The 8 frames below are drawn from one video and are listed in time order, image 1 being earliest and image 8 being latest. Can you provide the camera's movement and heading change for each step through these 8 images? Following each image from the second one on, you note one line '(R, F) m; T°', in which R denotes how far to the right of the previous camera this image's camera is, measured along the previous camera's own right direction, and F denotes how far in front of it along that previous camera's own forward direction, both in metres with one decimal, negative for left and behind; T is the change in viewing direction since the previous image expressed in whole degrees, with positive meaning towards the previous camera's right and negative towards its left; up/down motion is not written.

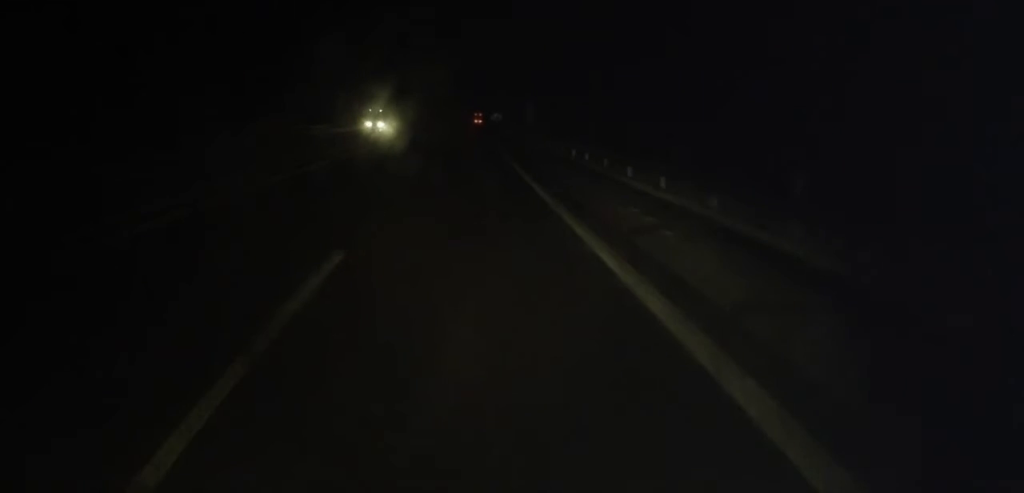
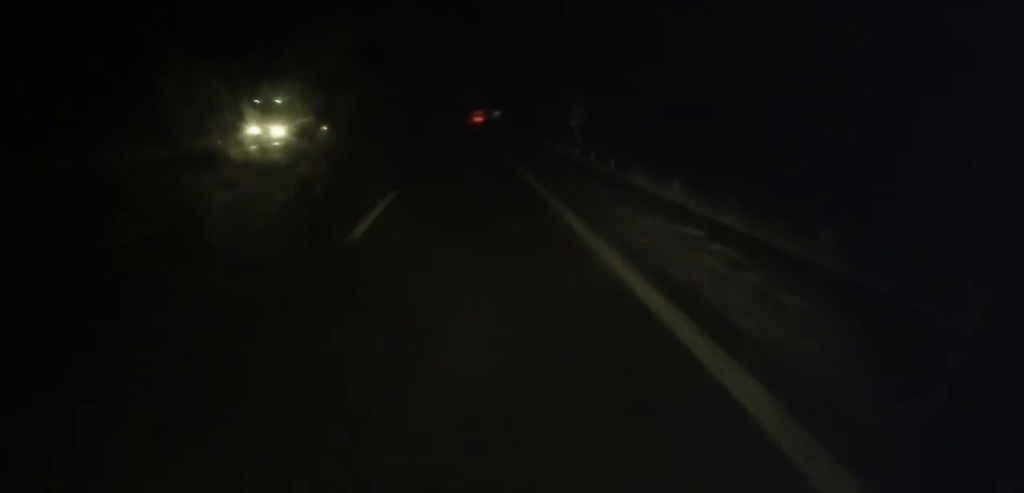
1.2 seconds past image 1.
(+0.2, +29.0) m; +1°
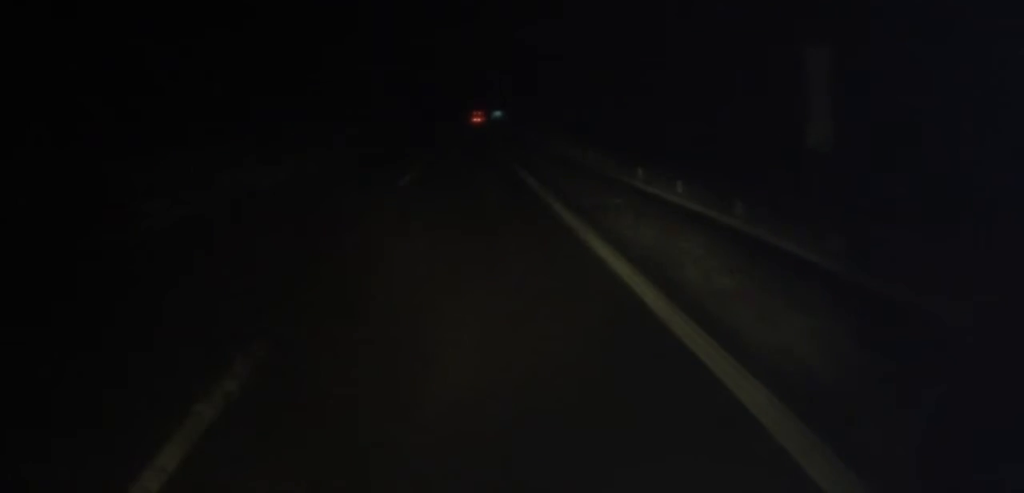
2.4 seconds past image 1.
(+0.2, +28.2) m; -1°
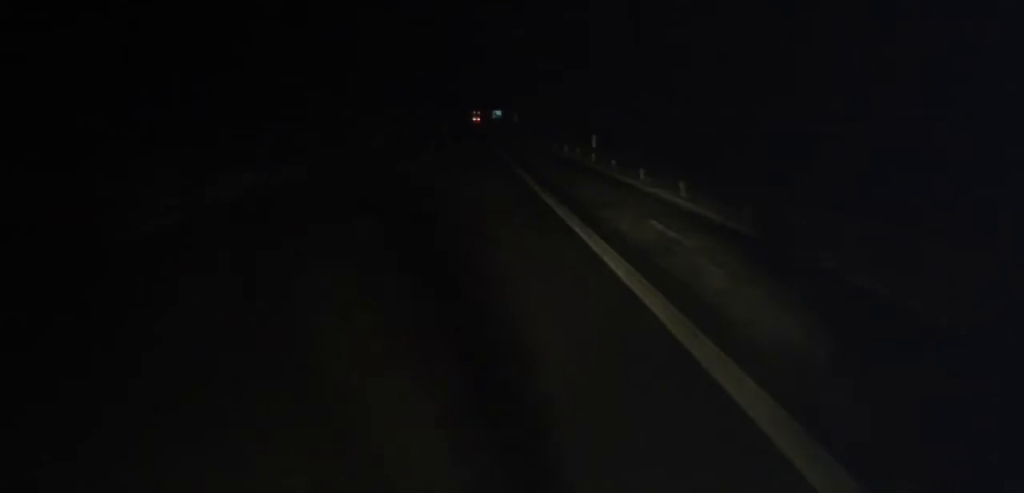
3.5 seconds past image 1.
(-0.6, +24.2) m; 0°
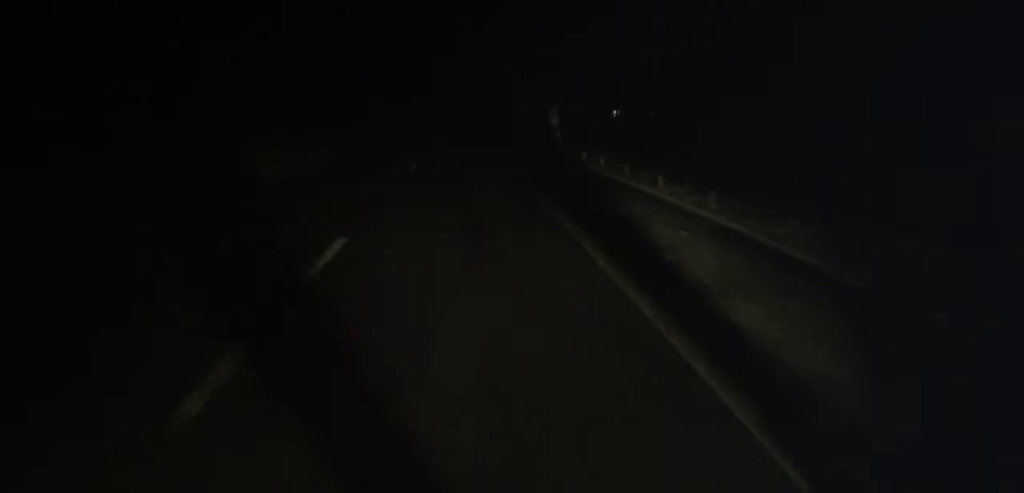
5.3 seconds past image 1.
(+0.3, +42.4) m; 0°
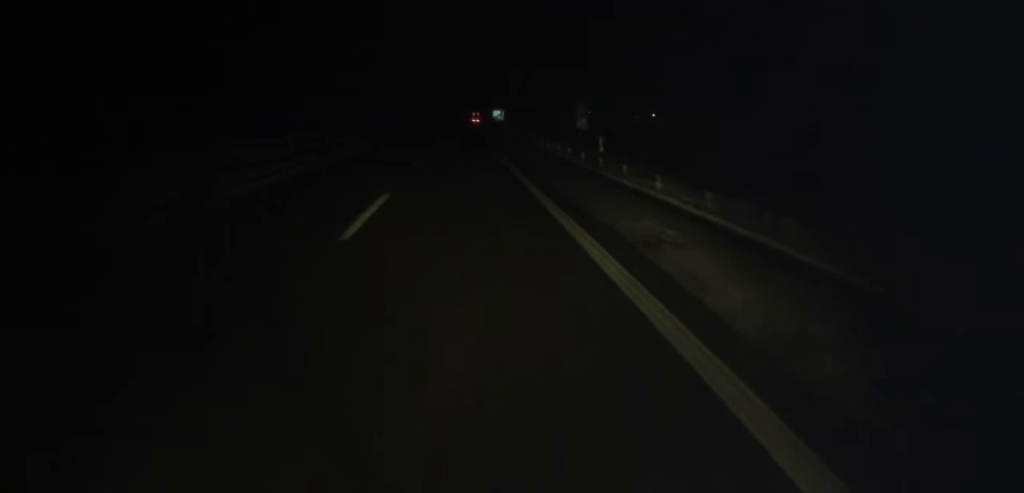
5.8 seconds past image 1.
(+0.1, +11.8) m; 0°
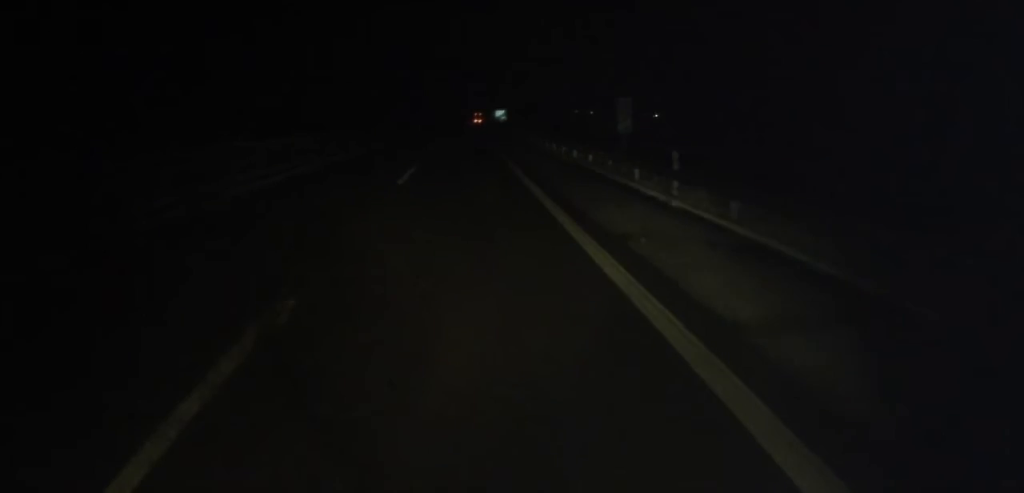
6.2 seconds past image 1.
(+0.1, +9.5) m; +1°
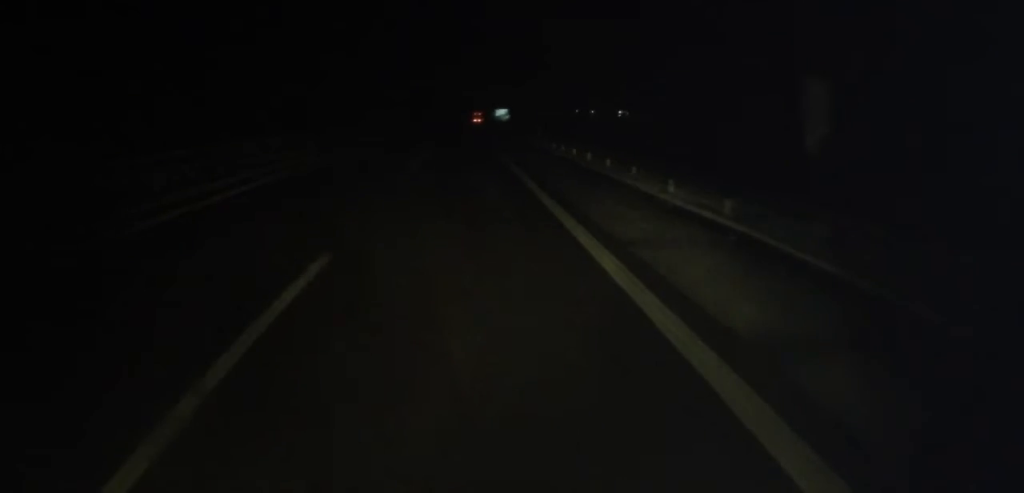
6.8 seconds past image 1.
(+0.1, +15.8) m; +1°
